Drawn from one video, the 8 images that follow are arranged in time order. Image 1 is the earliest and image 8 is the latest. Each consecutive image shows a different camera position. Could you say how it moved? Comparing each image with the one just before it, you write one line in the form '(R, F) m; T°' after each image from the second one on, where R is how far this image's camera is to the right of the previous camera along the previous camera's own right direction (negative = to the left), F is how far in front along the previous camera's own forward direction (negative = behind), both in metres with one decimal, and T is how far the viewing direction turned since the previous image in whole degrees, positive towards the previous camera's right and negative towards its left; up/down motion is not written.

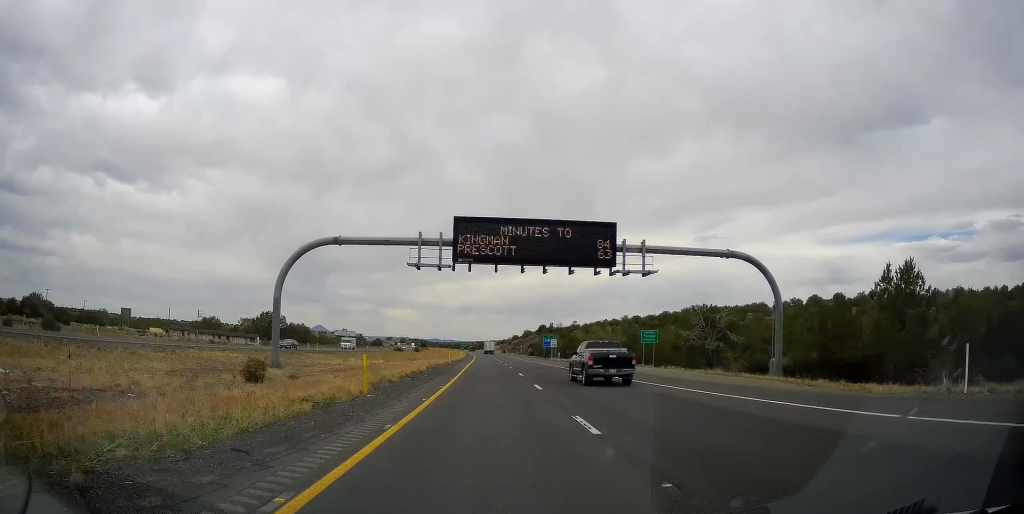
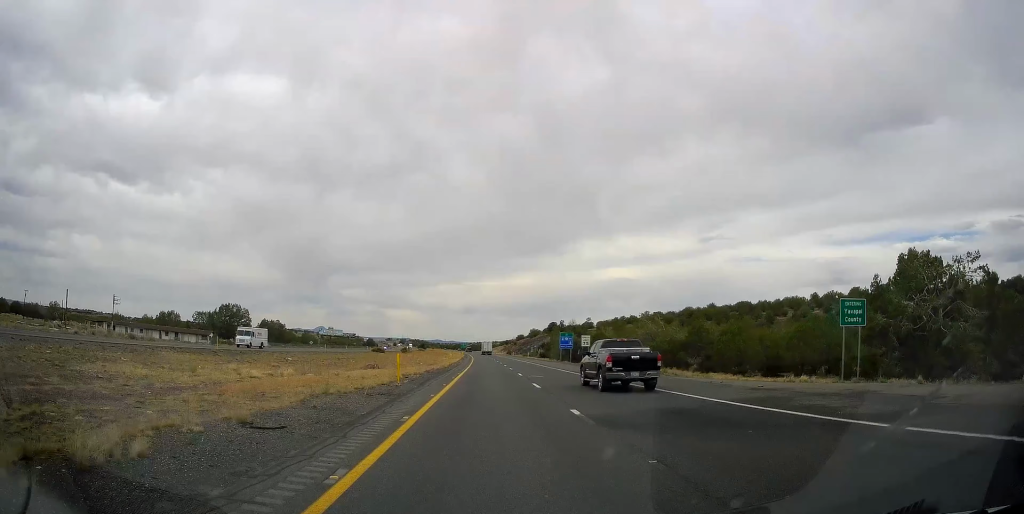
(0.0, +34.9) m; 0°
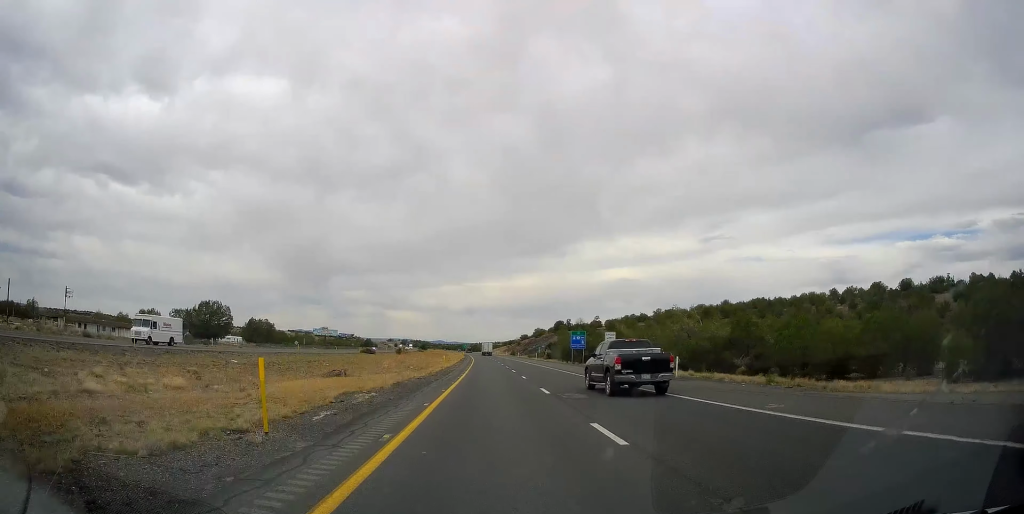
(0.0, +14.6) m; 0°
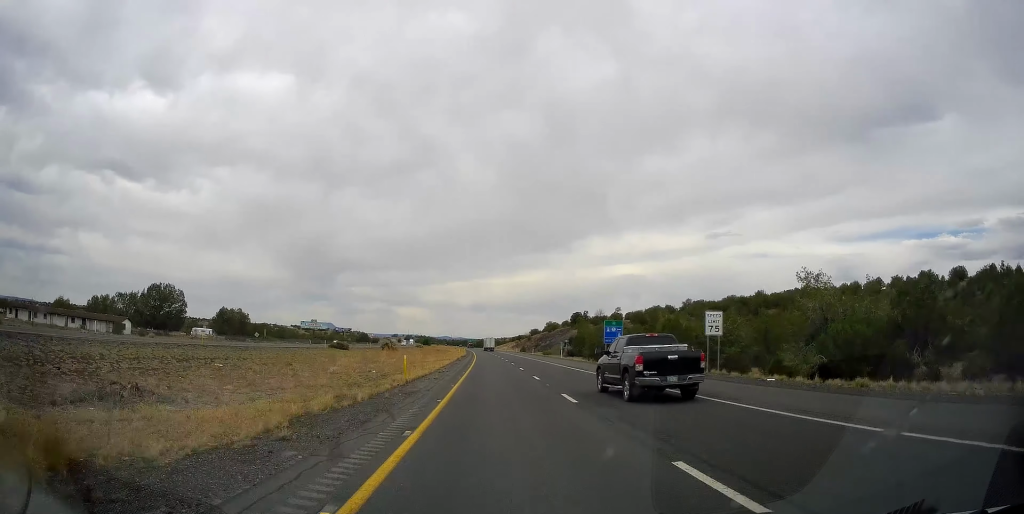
(0.0, +29.3) m; 0°
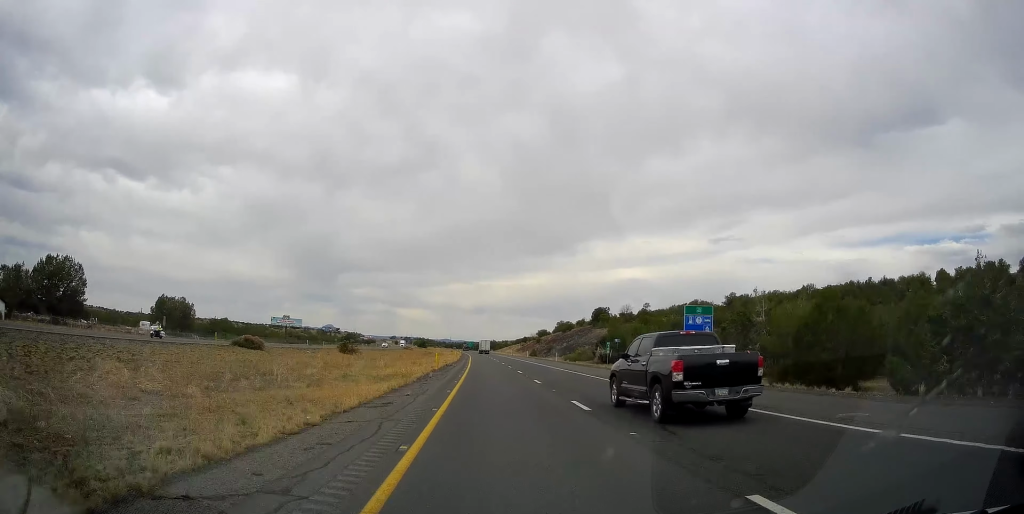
(-0.3, +38.5) m; -1°
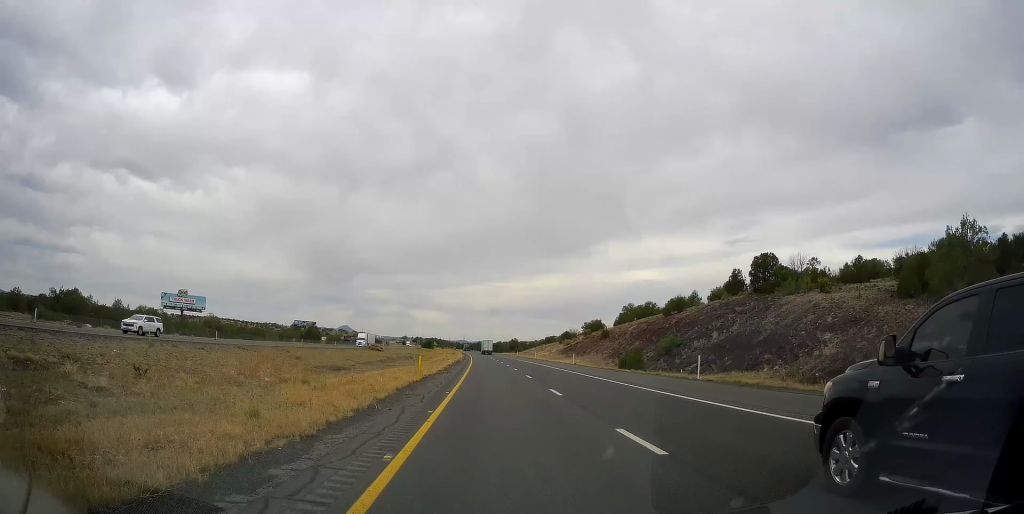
(-1.1, +91.8) m; 0°
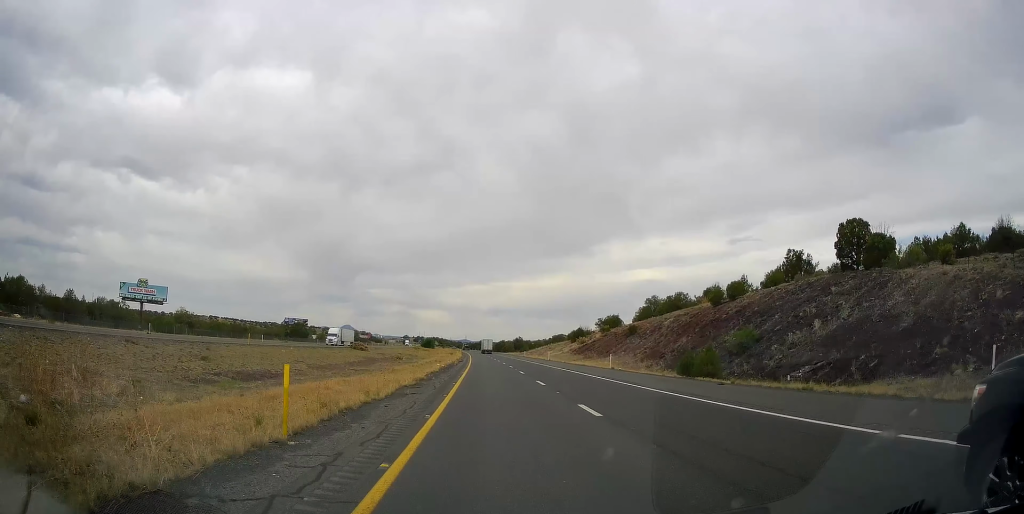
(0.0, +19.1) m; 0°
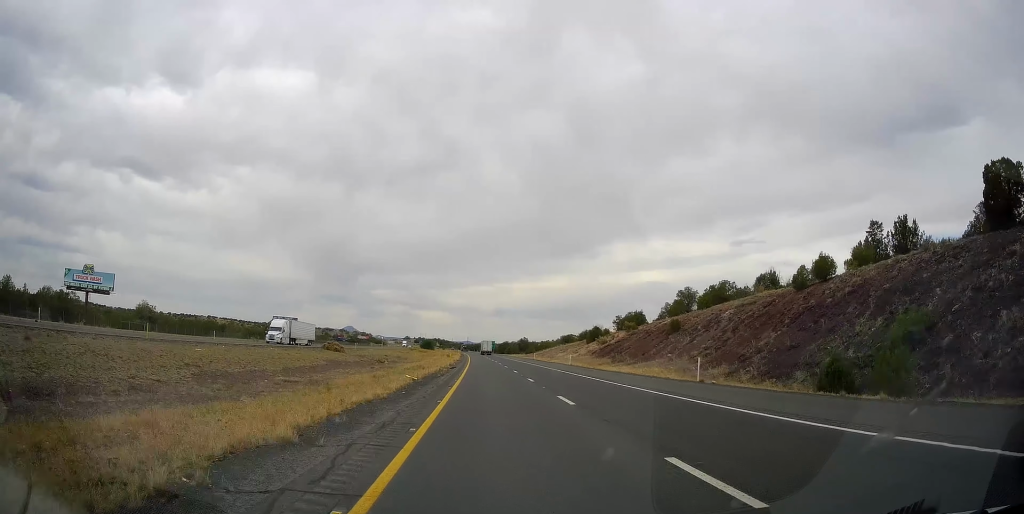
(+0.1, +20.2) m; 0°
